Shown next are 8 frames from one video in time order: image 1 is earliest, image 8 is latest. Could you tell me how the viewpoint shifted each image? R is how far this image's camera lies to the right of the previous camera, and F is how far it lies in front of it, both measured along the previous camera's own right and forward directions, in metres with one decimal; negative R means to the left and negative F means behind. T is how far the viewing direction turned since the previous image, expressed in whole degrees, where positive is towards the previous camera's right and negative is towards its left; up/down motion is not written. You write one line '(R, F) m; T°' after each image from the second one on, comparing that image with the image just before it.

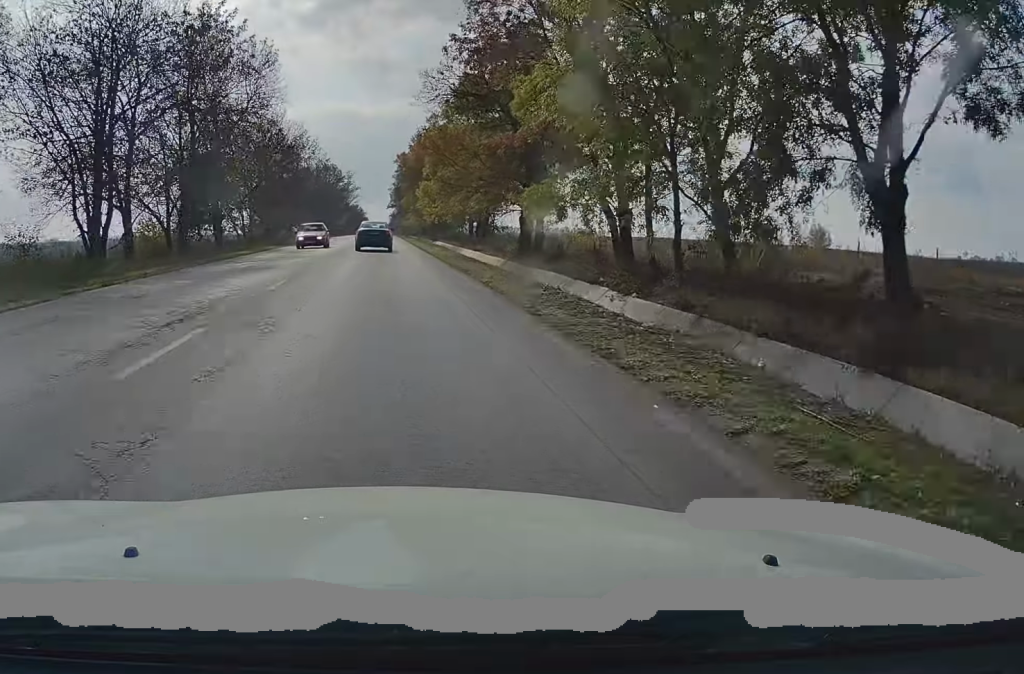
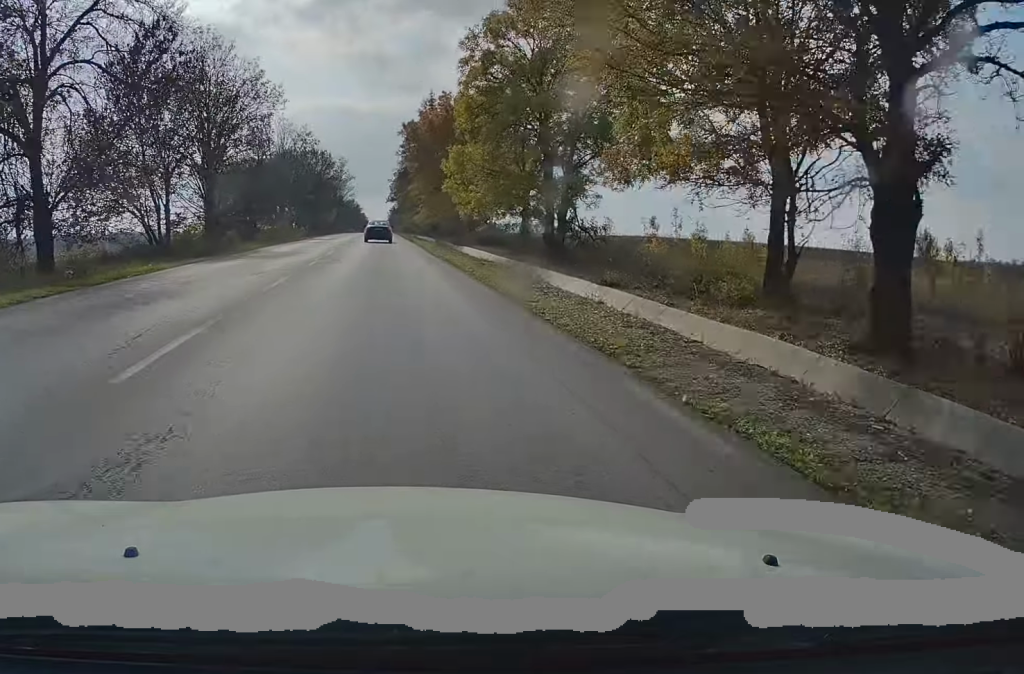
(+0.1, +27.3) m; 0°
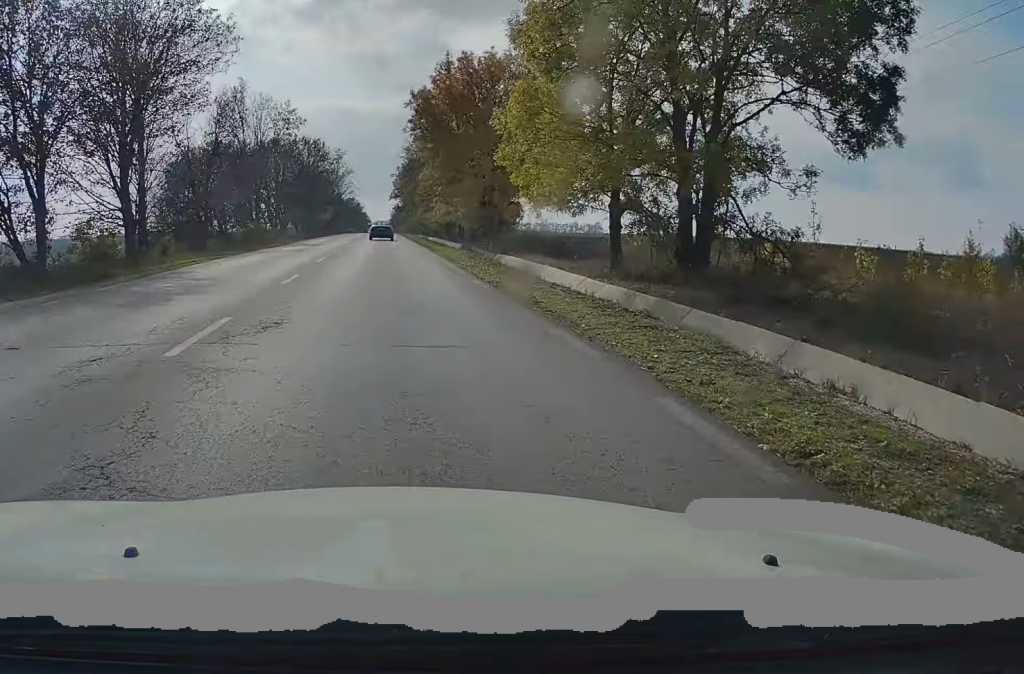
(0.0, +16.6) m; 0°
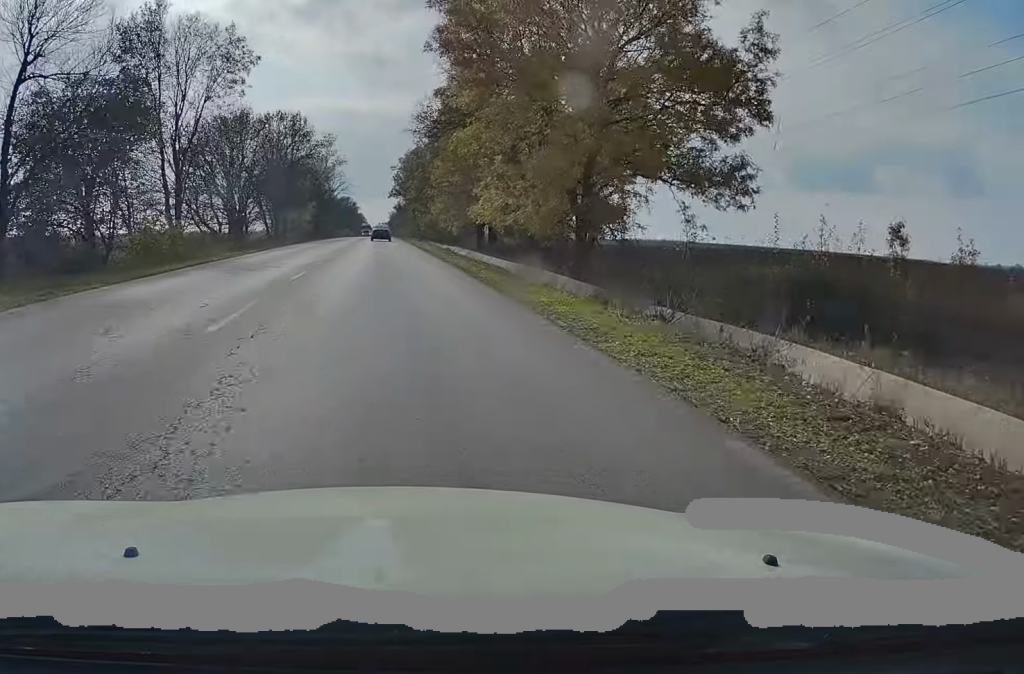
(+0.1, +25.2) m; 0°
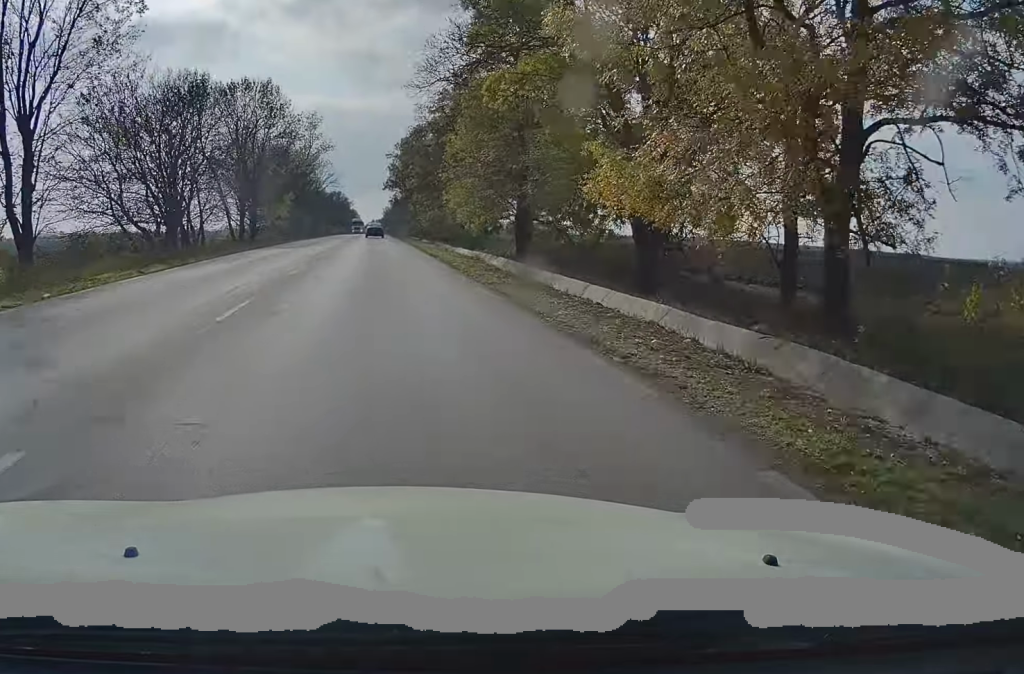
(0.0, +17.0) m; 0°
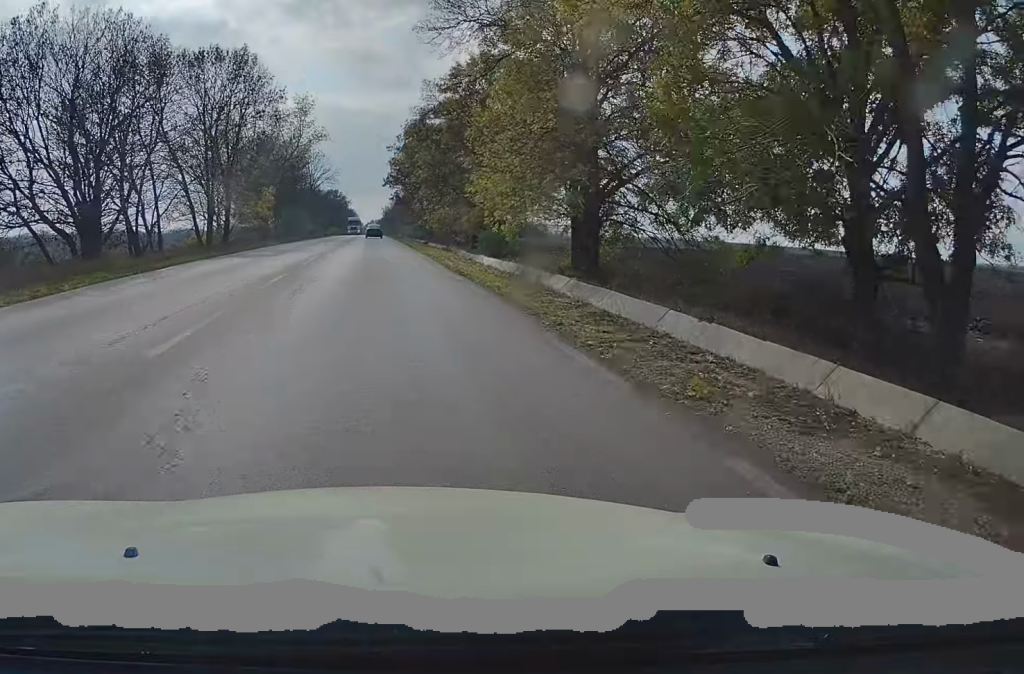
(0.0, +11.9) m; 0°
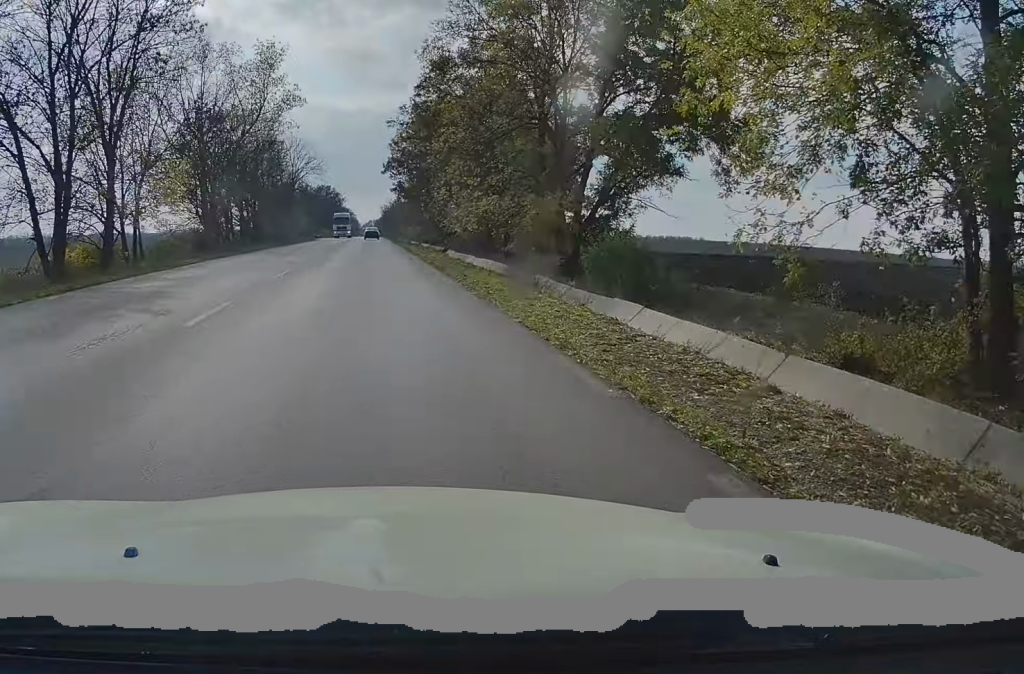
(+0.1, +24.5) m; 0°
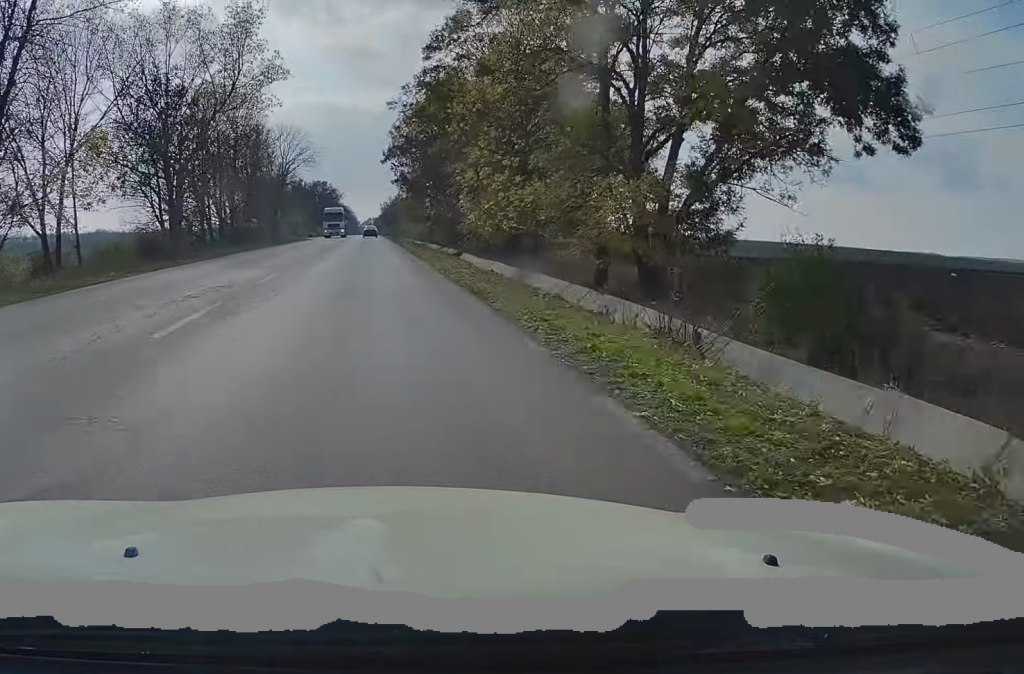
(+0.1, +10.1) m; 0°
